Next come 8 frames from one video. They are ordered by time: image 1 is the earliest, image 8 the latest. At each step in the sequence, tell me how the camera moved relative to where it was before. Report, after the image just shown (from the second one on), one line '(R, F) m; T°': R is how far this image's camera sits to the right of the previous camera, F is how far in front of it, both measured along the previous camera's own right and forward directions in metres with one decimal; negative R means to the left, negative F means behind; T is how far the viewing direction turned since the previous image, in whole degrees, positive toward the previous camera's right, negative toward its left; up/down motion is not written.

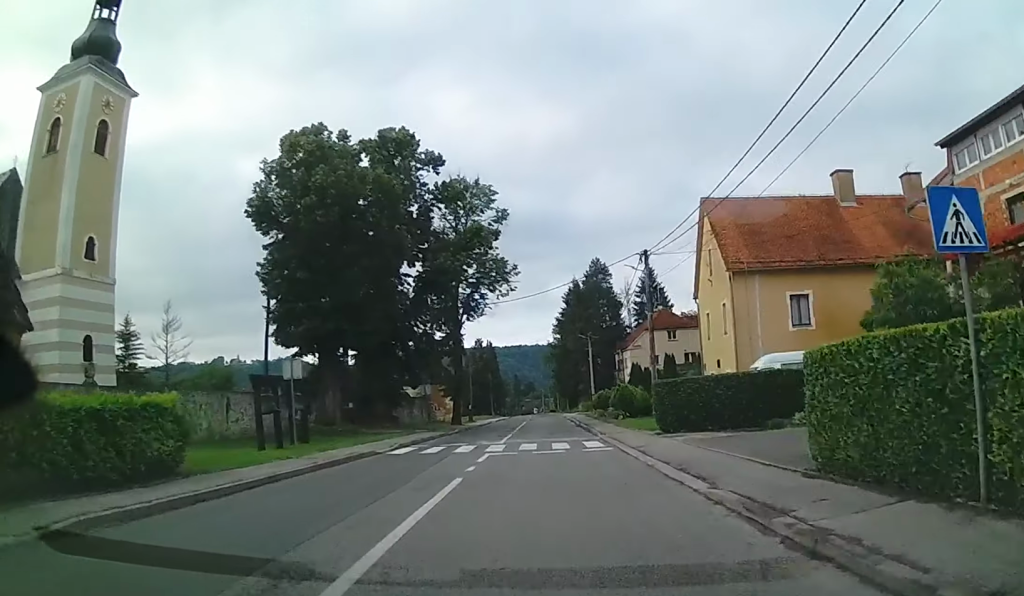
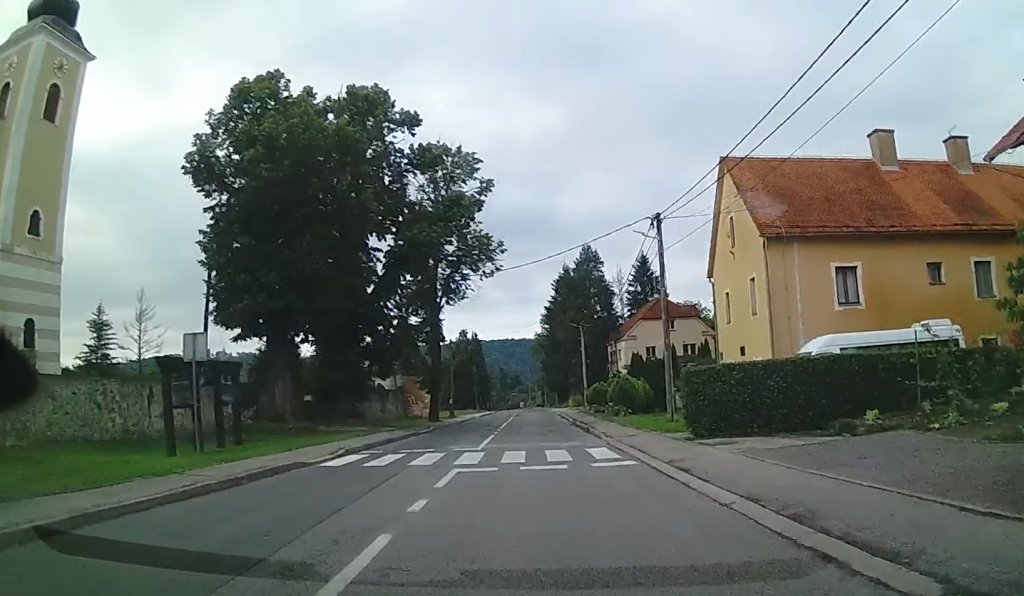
(+0.1, +5.7) m; +1°
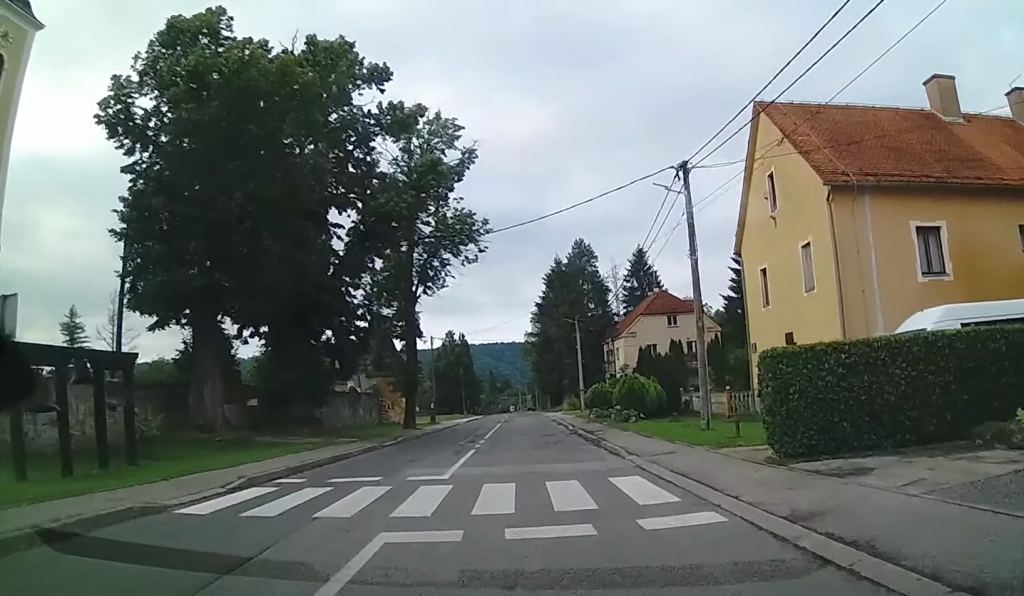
(-0.1, +6.2) m; 0°
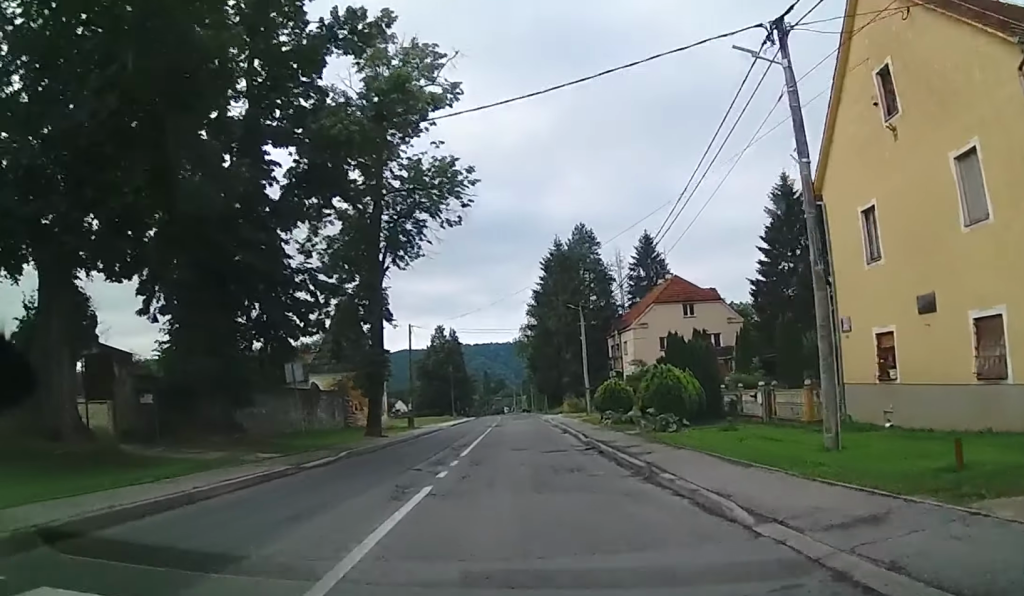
(0.0, +8.5) m; 0°
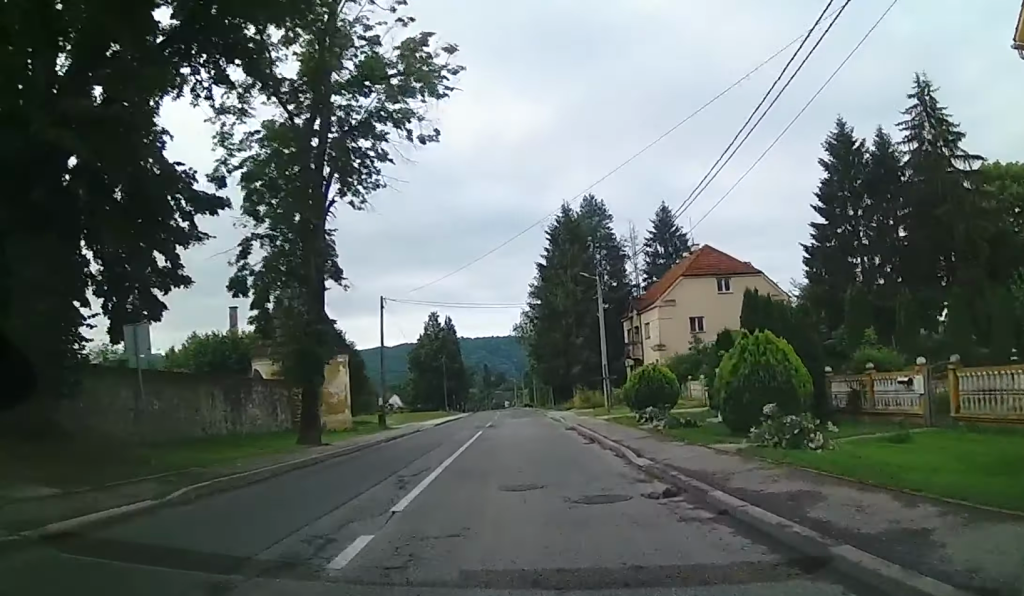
(+0.2, +9.8) m; -1°
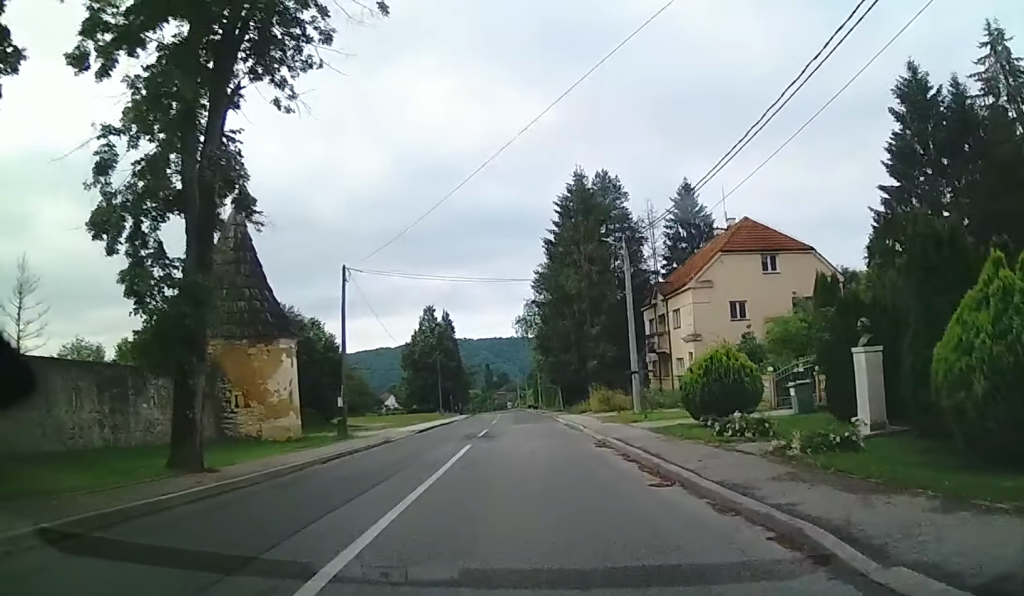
(-0.3, +8.4) m; -1°
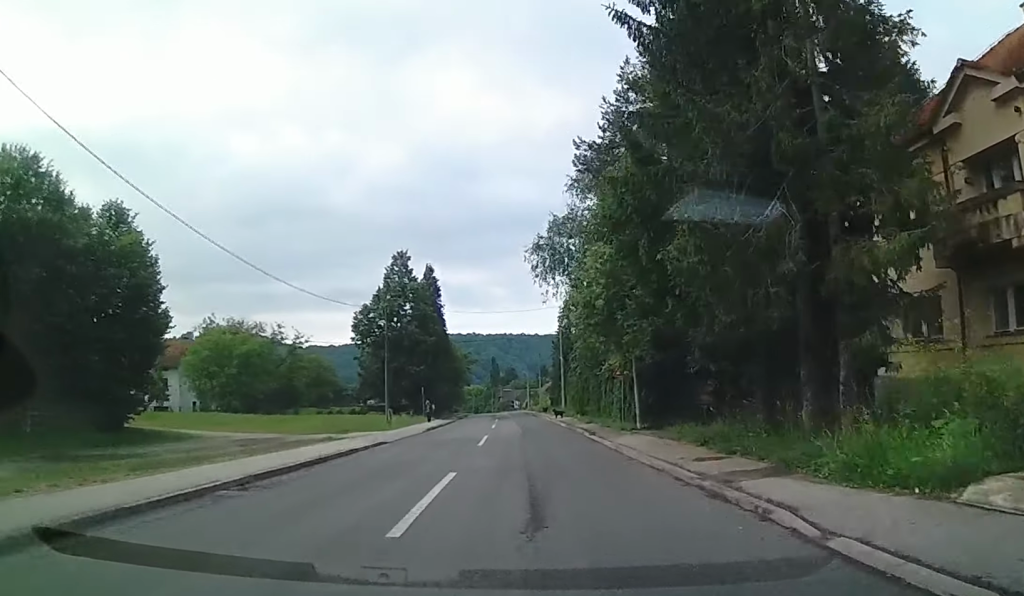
(+0.4, +32.4) m; +2°
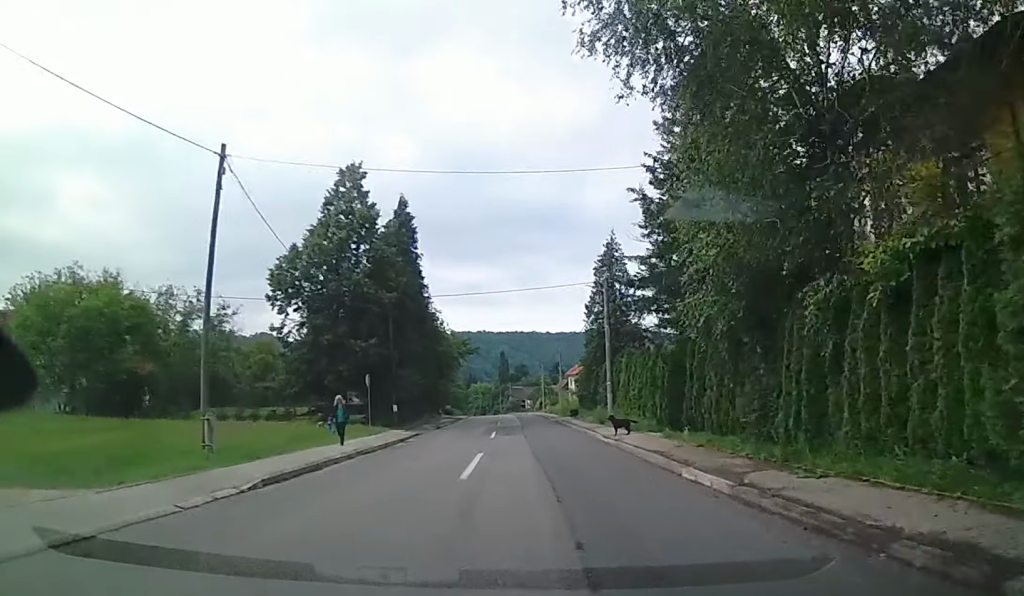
(-0.3, +23.9) m; -3°
